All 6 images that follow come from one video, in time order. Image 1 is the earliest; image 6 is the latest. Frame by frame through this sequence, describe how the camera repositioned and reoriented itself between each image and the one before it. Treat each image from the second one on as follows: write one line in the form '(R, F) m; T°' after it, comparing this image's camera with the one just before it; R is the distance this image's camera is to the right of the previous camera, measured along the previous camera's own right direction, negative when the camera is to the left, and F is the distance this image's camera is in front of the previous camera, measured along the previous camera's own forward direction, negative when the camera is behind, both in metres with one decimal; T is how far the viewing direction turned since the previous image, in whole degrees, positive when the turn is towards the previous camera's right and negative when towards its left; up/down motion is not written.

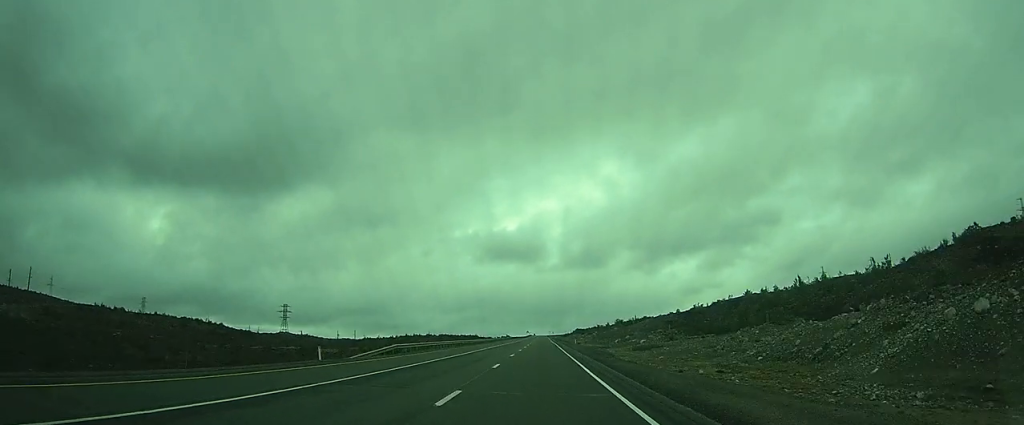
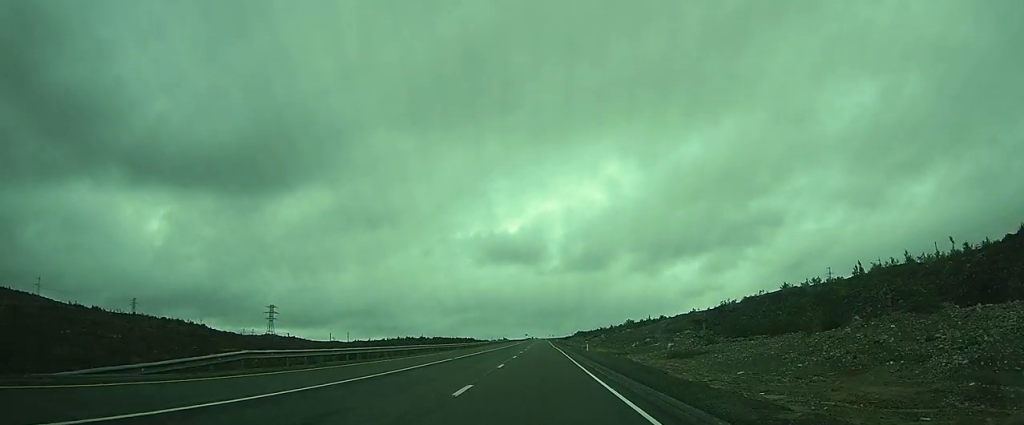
(+0.2, +19.9) m; +1°
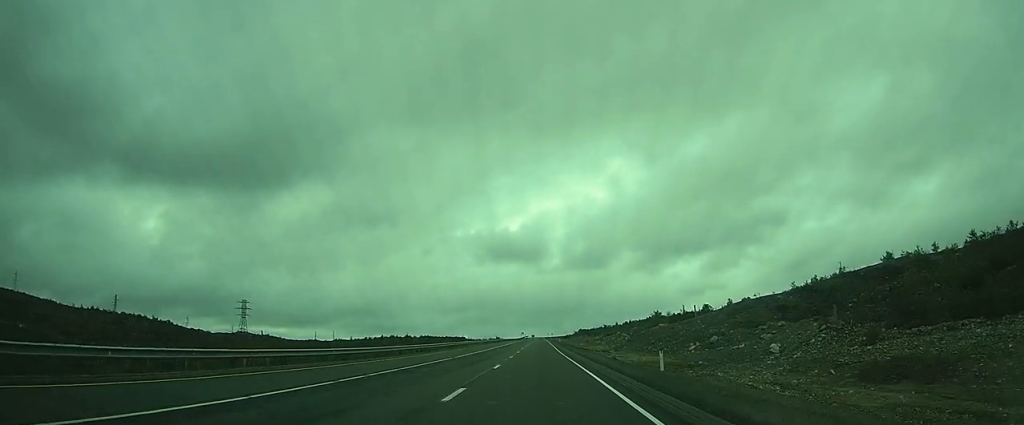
(+0.2, +47.5) m; 0°
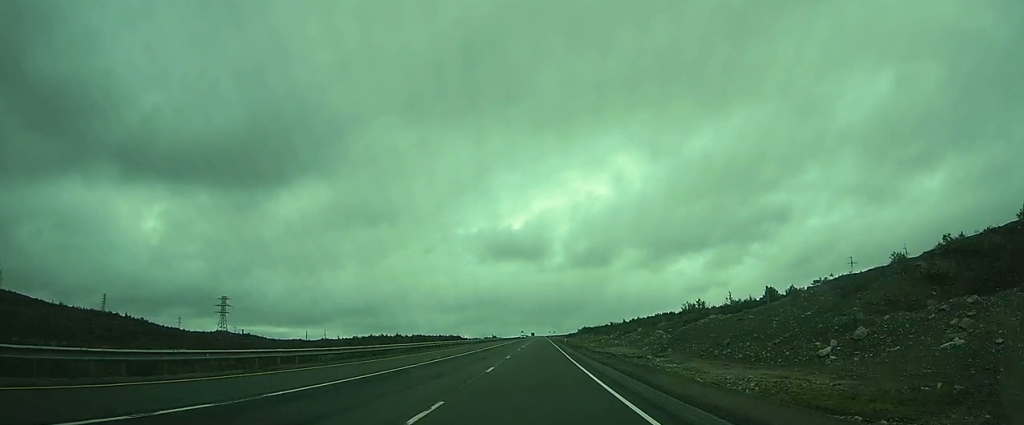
(0.0, +37.4) m; 0°
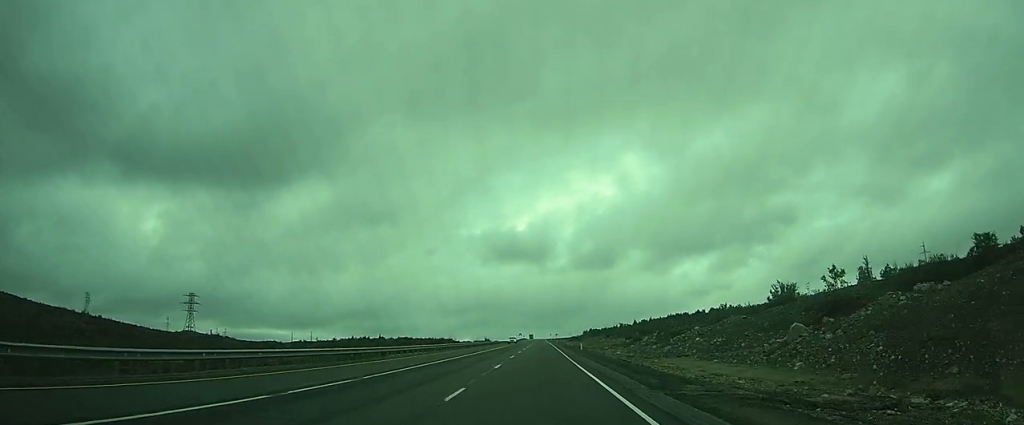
(-0.1, +47.0) m; -1°
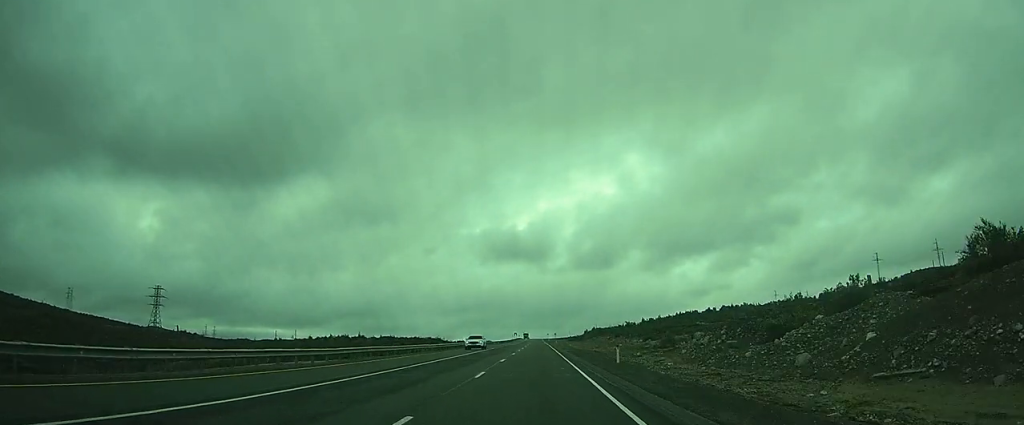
(-0.2, +33.1) m; -1°
